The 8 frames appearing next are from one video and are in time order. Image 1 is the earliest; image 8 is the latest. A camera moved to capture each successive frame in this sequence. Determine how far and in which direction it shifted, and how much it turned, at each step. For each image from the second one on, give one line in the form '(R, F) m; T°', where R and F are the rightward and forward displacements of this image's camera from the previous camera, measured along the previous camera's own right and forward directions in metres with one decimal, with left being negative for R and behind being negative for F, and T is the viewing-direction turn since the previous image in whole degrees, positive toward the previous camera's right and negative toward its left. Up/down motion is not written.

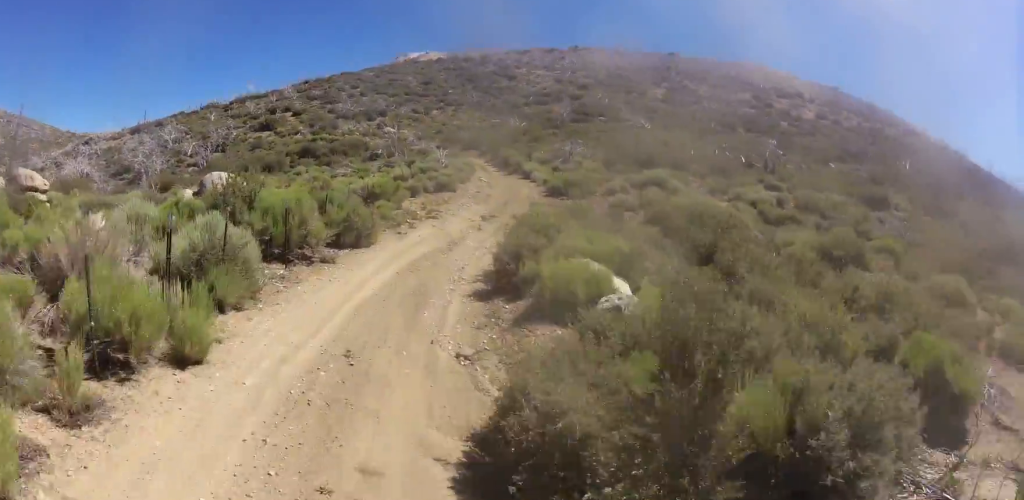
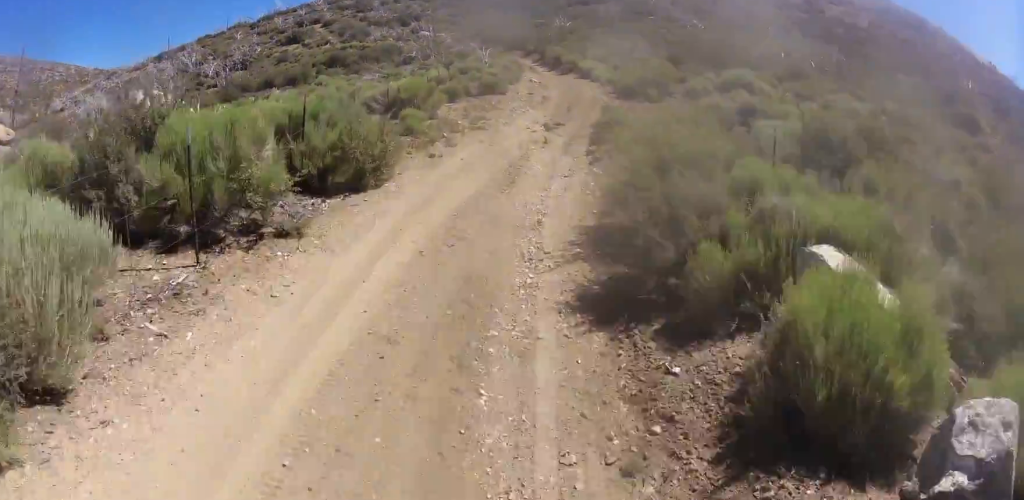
(0.0, +5.3) m; +2°
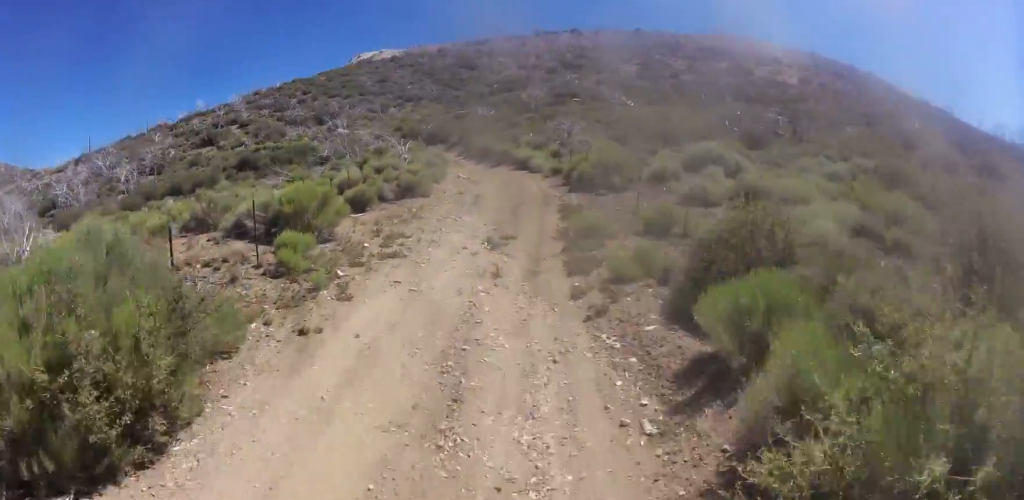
(-0.1, +5.1) m; +3°
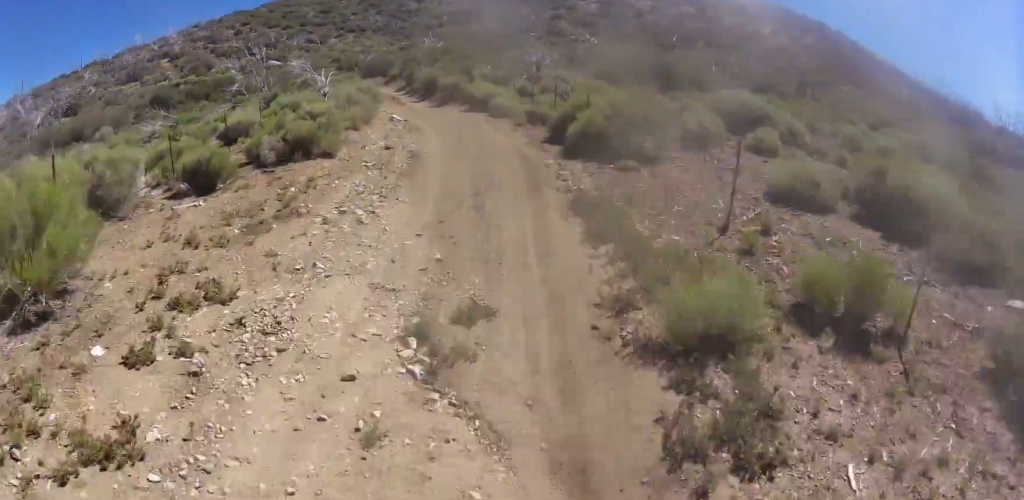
(+0.6, +8.0) m; +1°
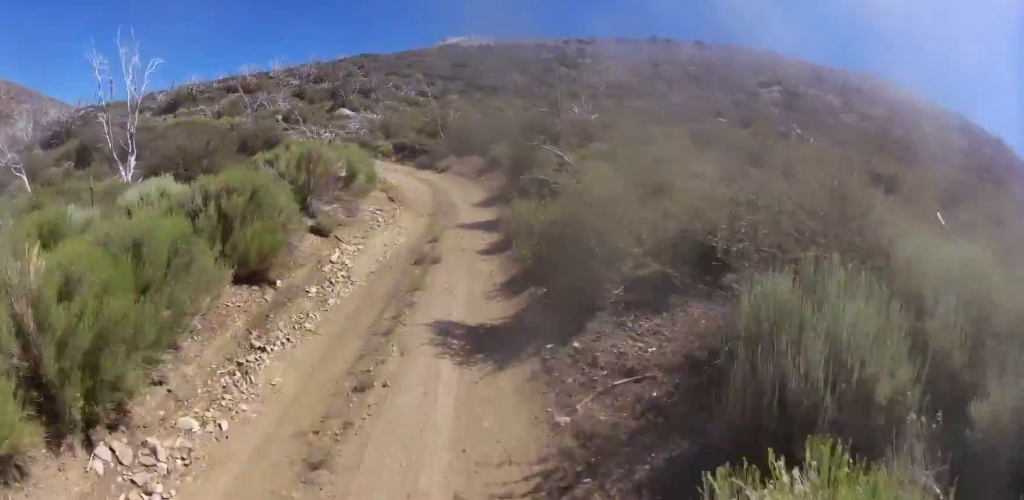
(-0.7, +27.0) m; +6°
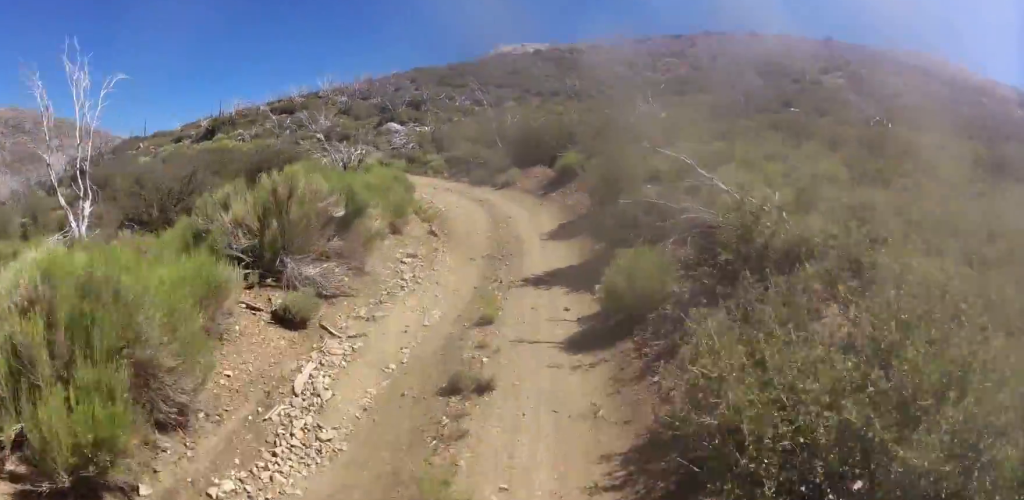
(+0.1, +4.1) m; -9°
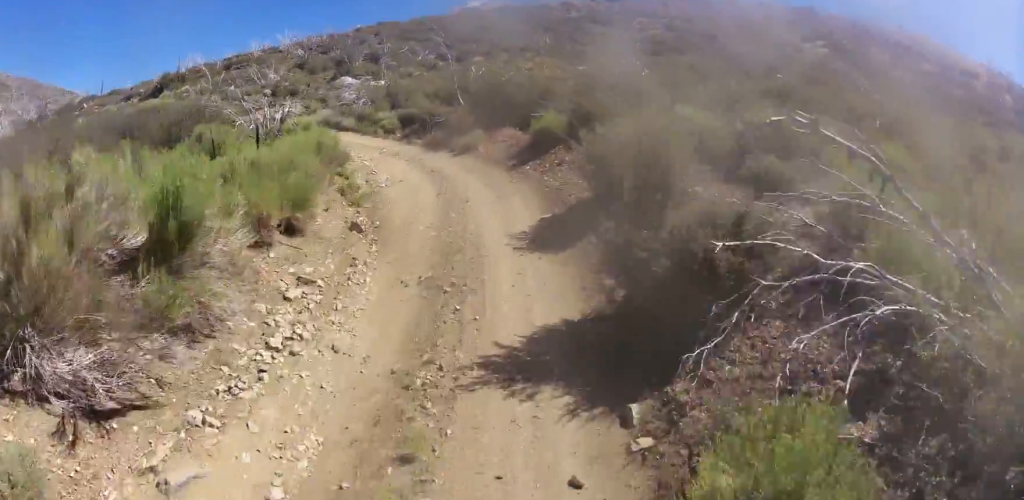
(+0.6, +3.8) m; -9°
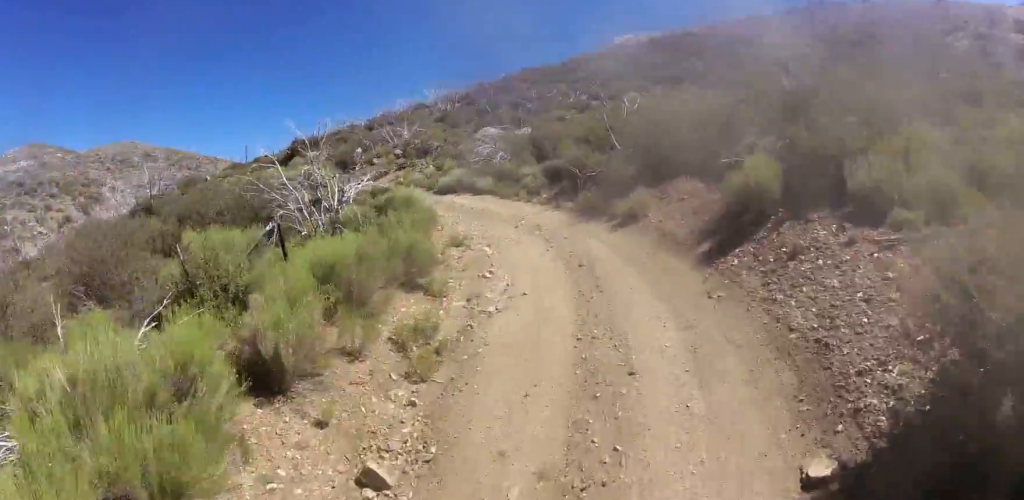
(-1.7, +5.2) m; -11°
